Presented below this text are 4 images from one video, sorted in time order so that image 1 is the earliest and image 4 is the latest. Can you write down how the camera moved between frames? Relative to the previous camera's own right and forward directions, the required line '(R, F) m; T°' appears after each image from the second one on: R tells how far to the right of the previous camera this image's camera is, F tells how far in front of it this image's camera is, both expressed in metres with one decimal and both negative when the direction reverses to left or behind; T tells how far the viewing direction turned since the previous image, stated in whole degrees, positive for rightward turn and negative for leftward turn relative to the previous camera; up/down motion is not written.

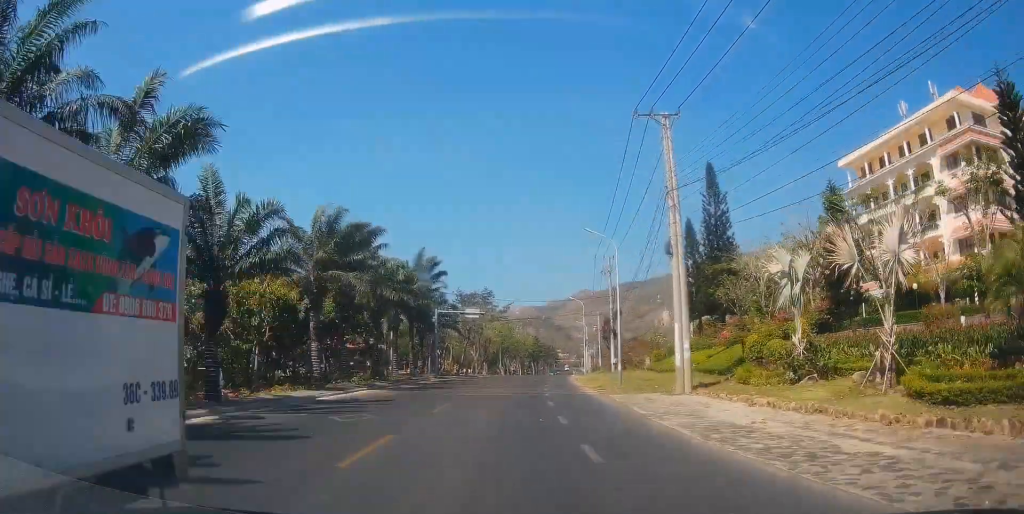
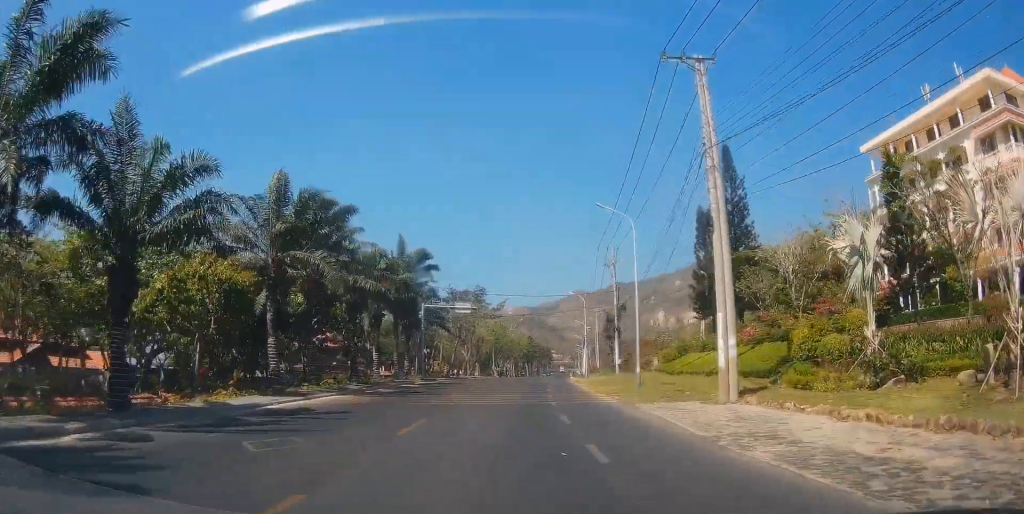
(-0.2, +5.7) m; 0°
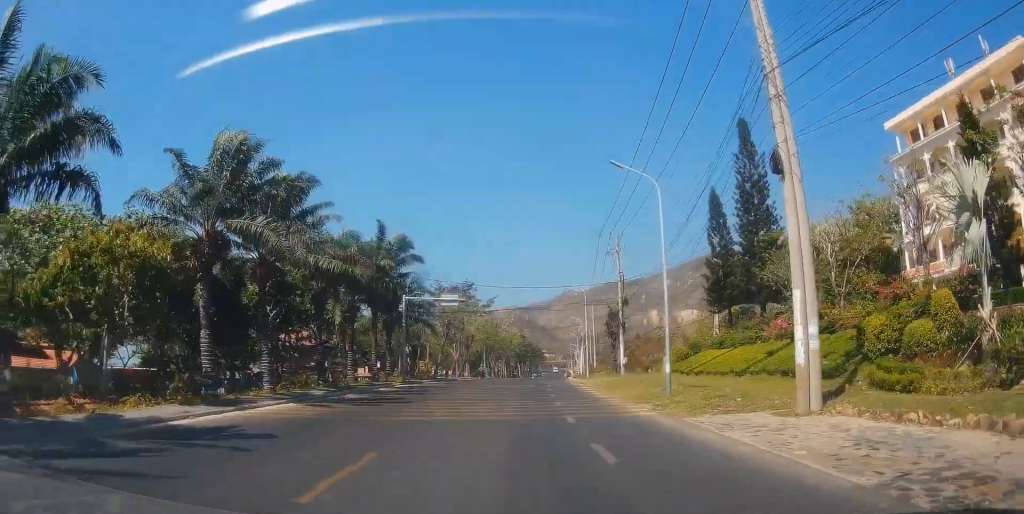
(+0.2, +5.9) m; 0°
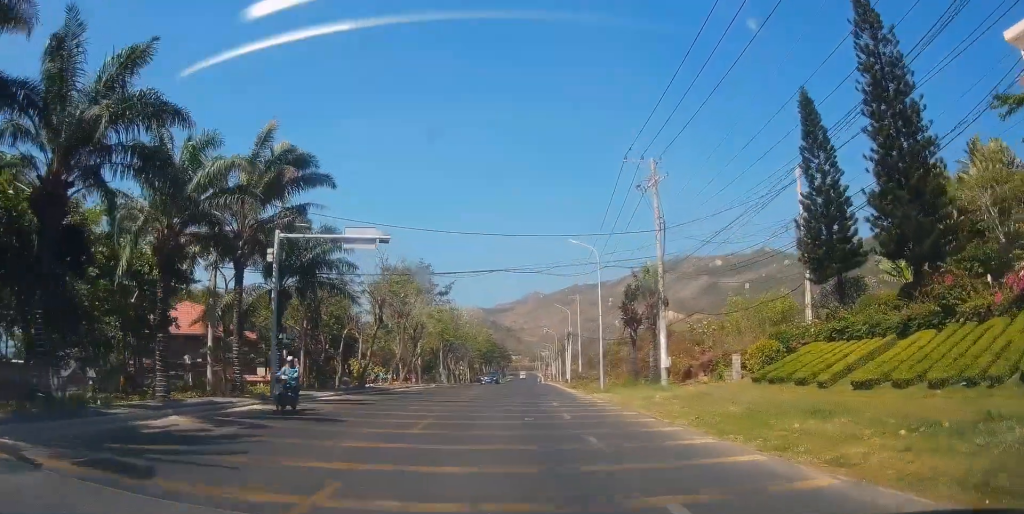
(+0.1, +22.3) m; +3°
